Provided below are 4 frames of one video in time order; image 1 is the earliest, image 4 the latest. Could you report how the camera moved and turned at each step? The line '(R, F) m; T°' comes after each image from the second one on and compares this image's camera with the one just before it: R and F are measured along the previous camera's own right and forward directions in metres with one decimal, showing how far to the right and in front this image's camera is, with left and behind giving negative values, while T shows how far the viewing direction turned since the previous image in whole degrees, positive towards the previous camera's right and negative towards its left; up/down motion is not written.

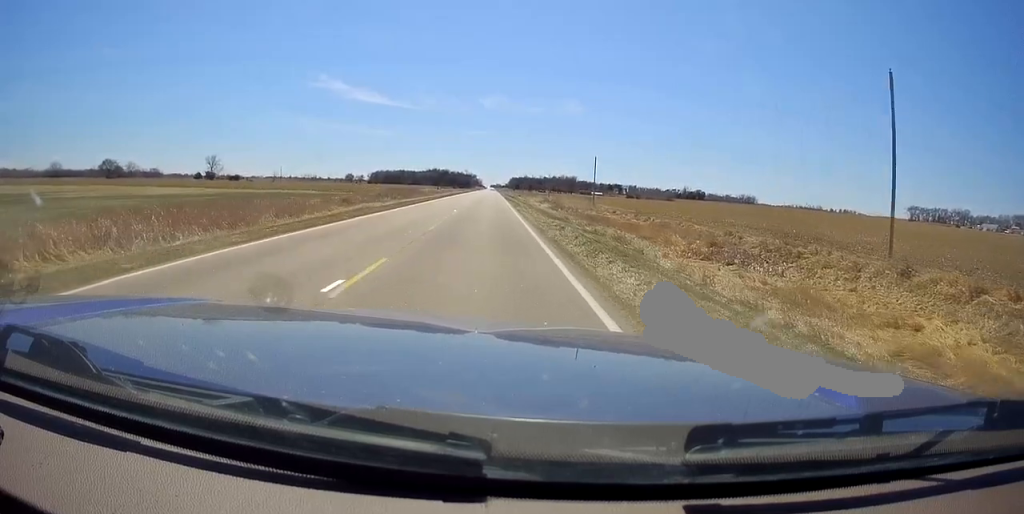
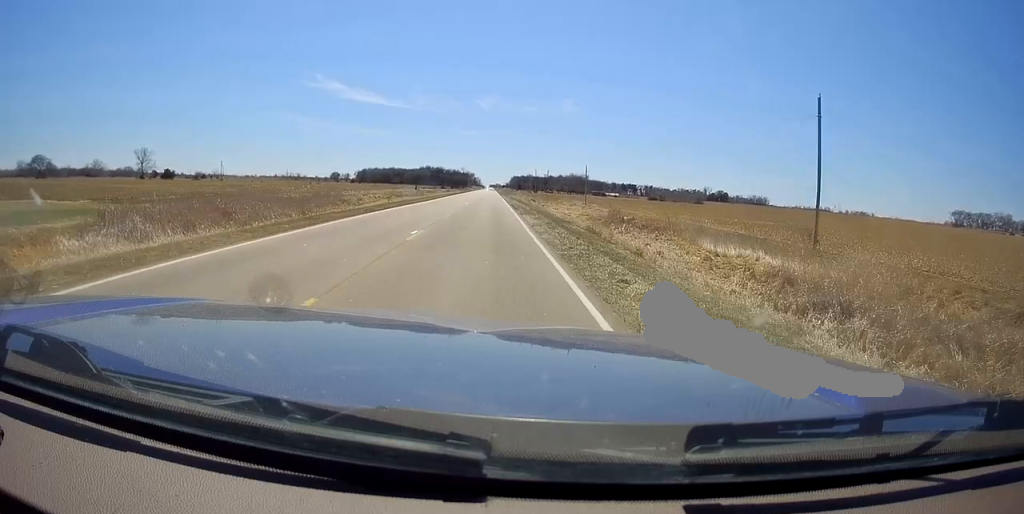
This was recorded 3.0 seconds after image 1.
(-0.4, +73.9) m; 0°
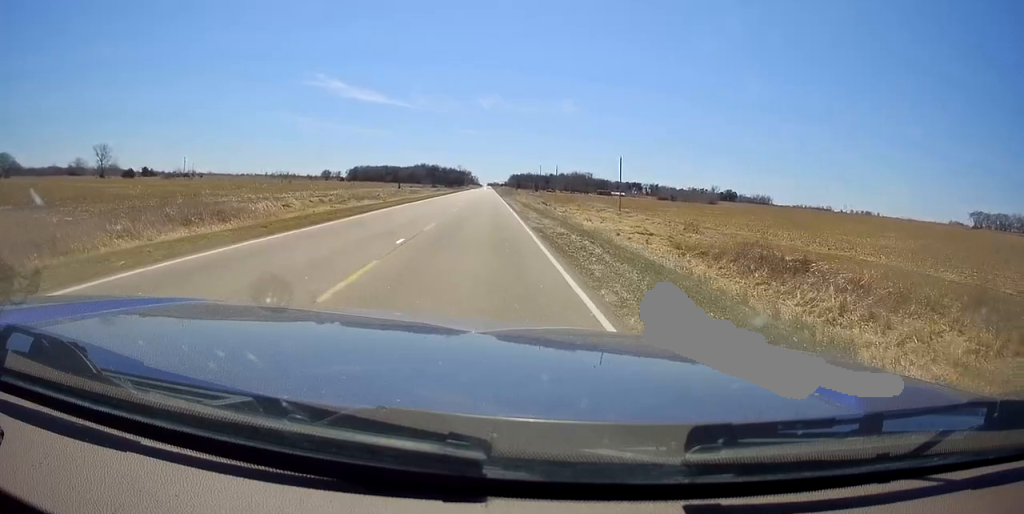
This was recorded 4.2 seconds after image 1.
(0.0, +31.5) m; 0°
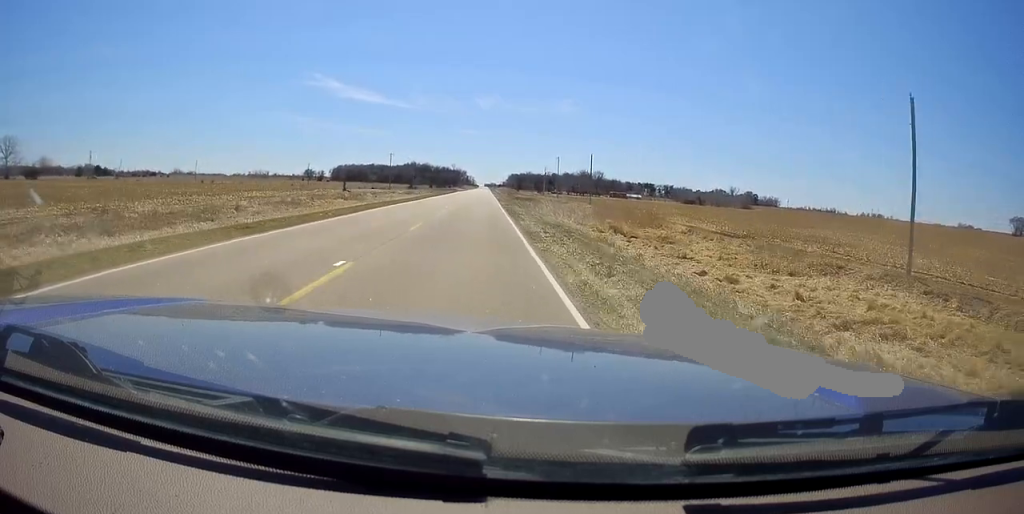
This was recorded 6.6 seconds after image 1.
(+0.3, +59.7) m; 0°
